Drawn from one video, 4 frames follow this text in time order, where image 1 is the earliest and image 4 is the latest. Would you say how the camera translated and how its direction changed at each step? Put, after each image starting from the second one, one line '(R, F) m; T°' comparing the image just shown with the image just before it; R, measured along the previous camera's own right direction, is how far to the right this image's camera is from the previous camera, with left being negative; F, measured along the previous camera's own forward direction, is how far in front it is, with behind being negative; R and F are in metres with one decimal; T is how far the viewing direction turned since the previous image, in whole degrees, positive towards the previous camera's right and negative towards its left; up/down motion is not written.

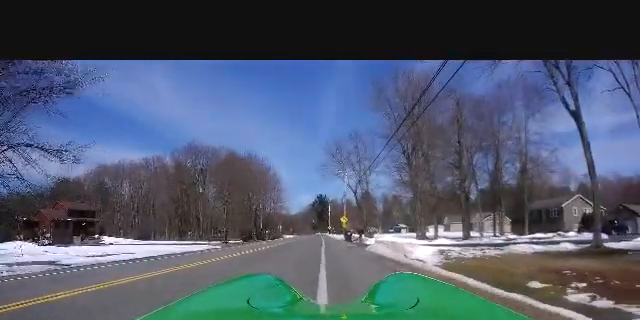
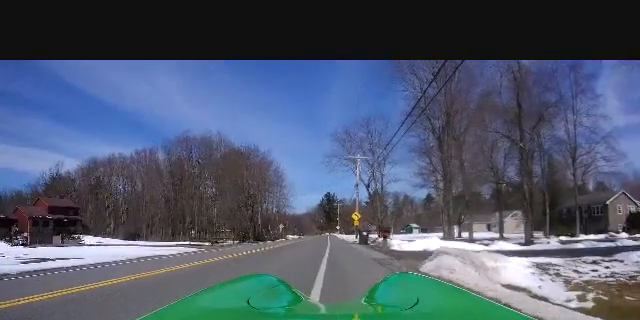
(-0.5, +9.9) m; -2°
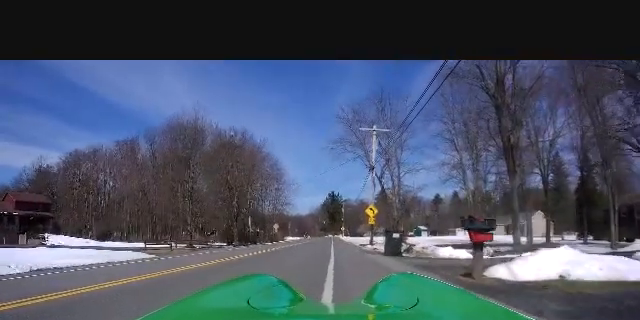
(+0.4, +11.8) m; +1°
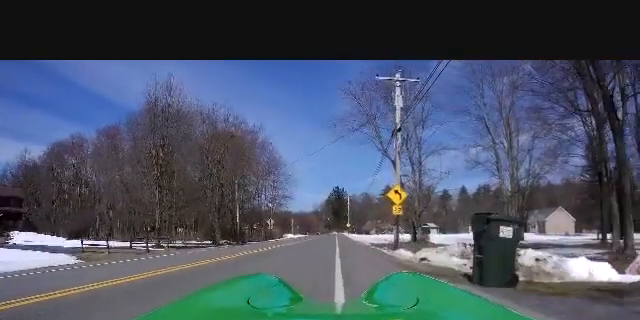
(-0.3, +9.6) m; -1°
